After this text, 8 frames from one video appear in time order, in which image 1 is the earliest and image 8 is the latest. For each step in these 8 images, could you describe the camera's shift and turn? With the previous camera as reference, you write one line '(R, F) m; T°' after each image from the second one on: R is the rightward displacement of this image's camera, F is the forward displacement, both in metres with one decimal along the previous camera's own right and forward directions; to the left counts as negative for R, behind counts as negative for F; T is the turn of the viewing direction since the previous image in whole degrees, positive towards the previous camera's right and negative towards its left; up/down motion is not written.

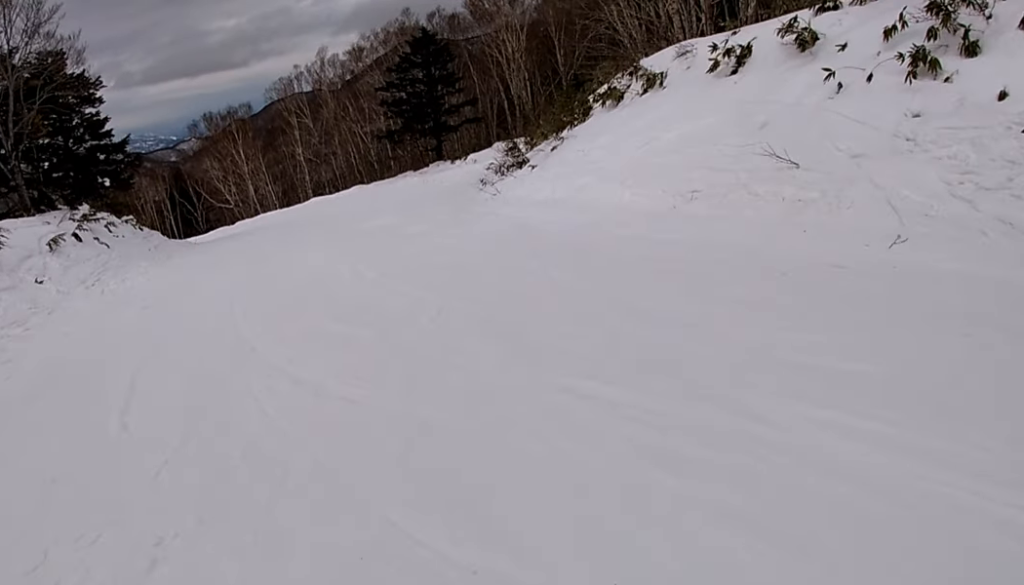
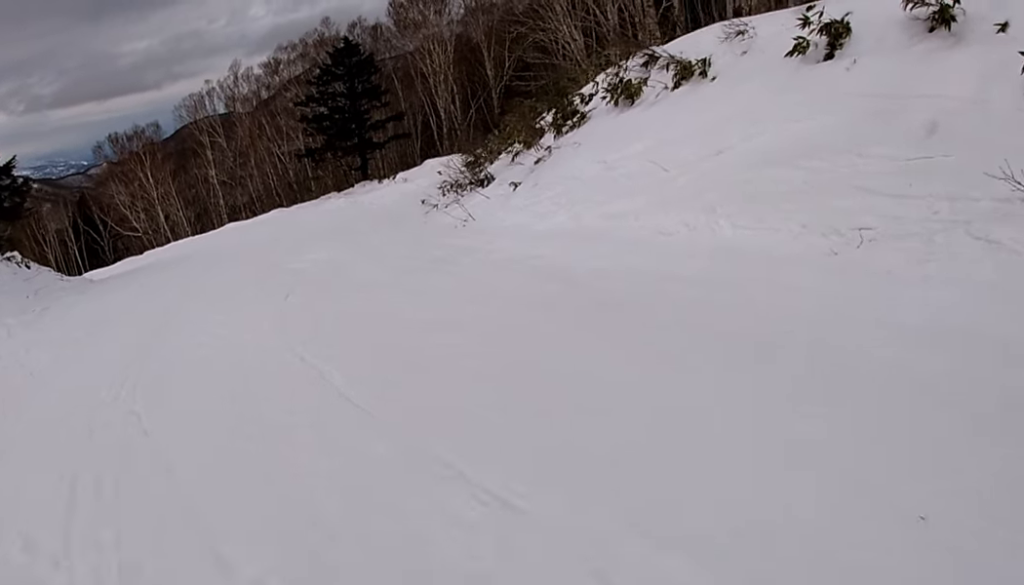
(+0.5, +5.2) m; +3°
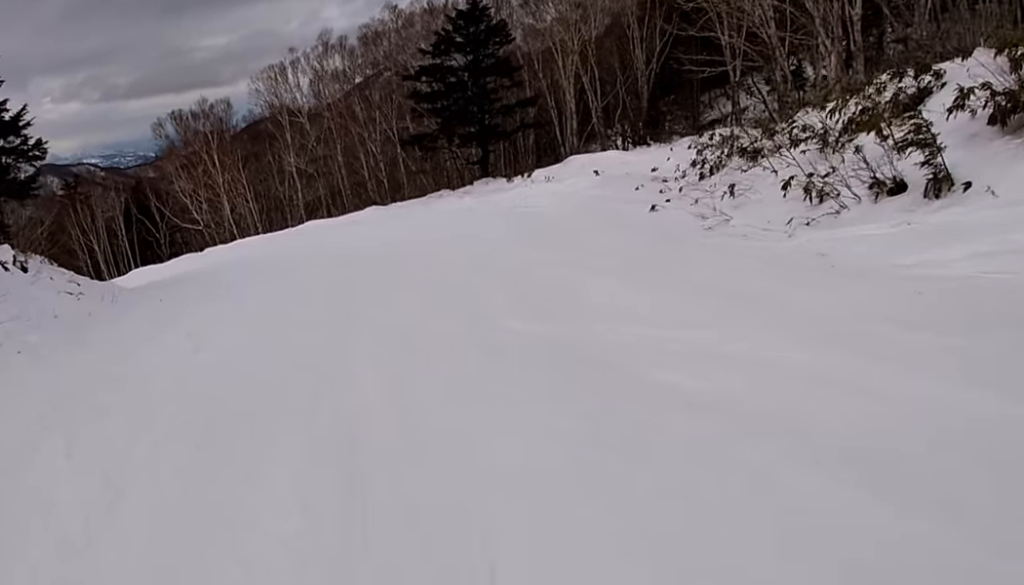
(-1.0, +12.2) m; -3°
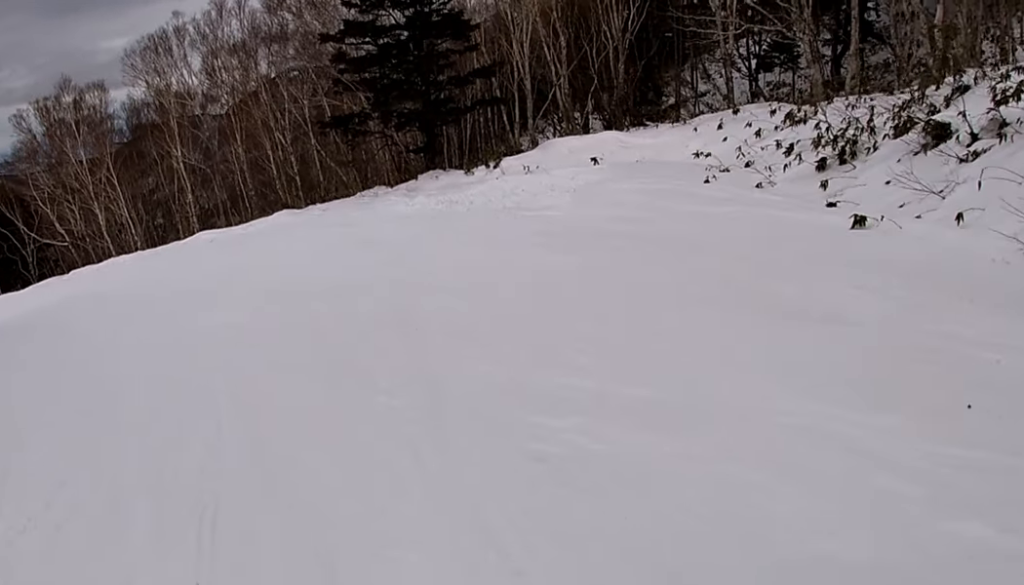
(+0.7, +10.5) m; +1°
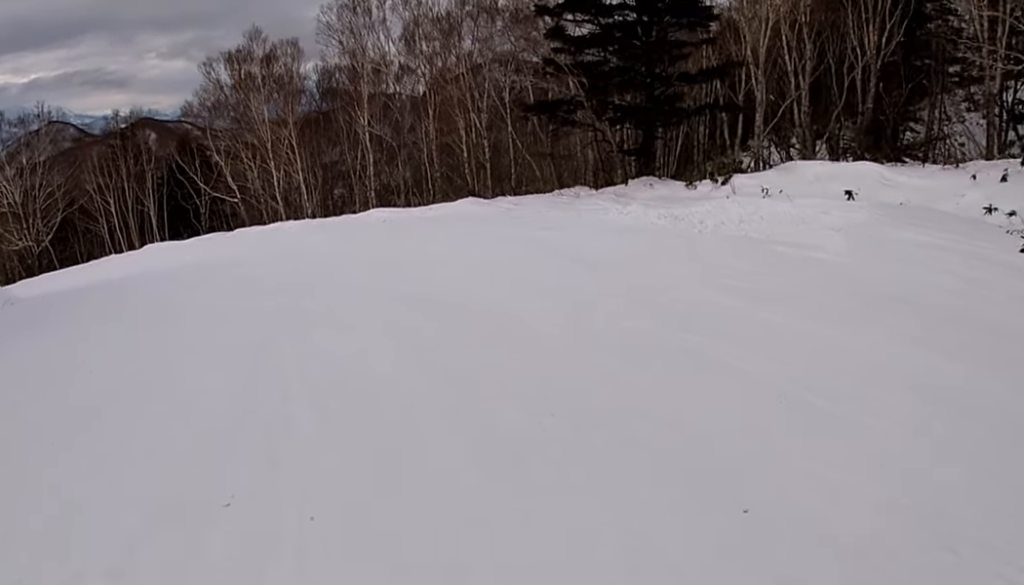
(-0.2, +3.6) m; -5°
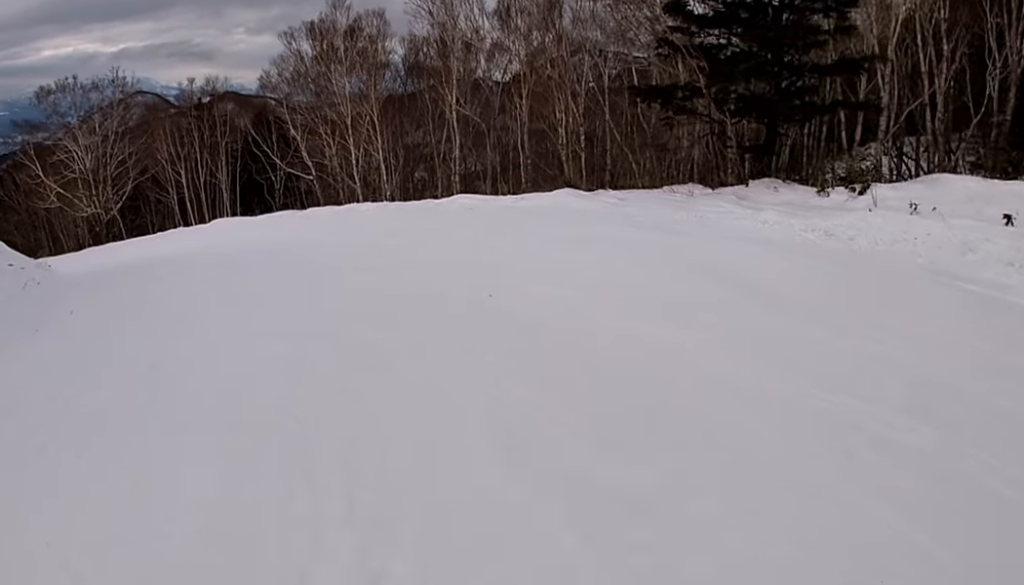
(-0.1, +2.9) m; -5°
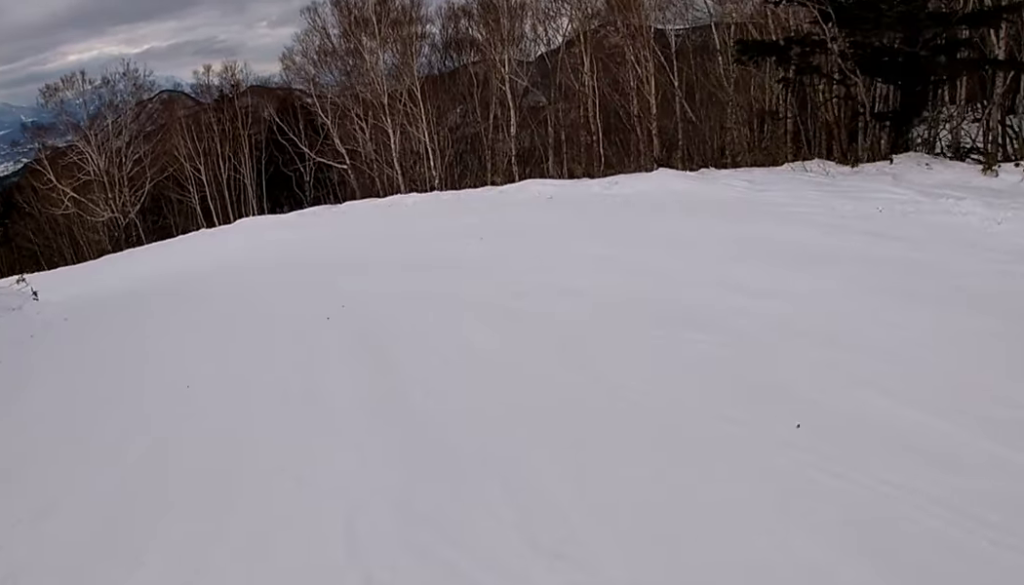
(-0.3, +5.1) m; -8°
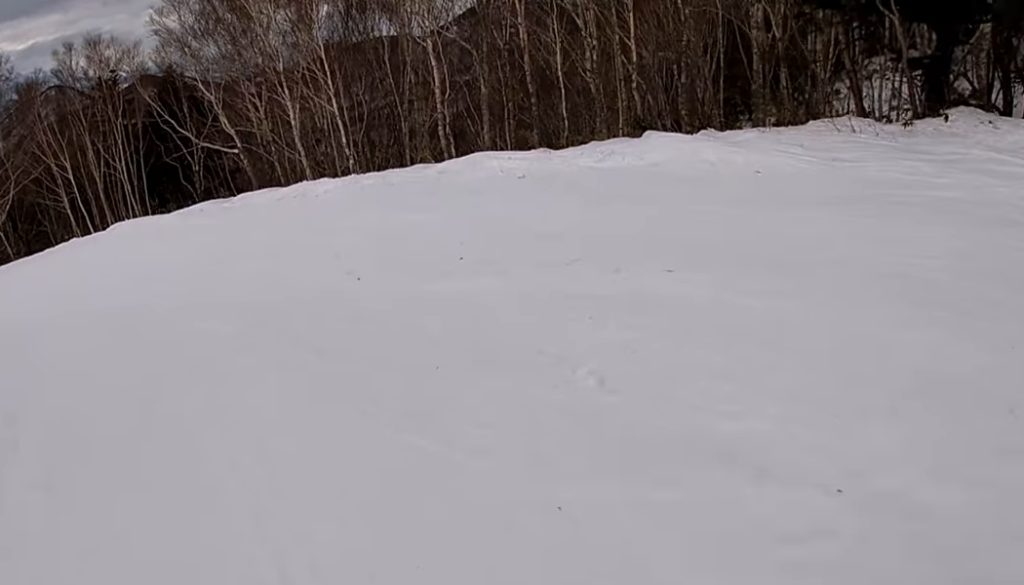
(-0.7, +5.9) m; -8°
